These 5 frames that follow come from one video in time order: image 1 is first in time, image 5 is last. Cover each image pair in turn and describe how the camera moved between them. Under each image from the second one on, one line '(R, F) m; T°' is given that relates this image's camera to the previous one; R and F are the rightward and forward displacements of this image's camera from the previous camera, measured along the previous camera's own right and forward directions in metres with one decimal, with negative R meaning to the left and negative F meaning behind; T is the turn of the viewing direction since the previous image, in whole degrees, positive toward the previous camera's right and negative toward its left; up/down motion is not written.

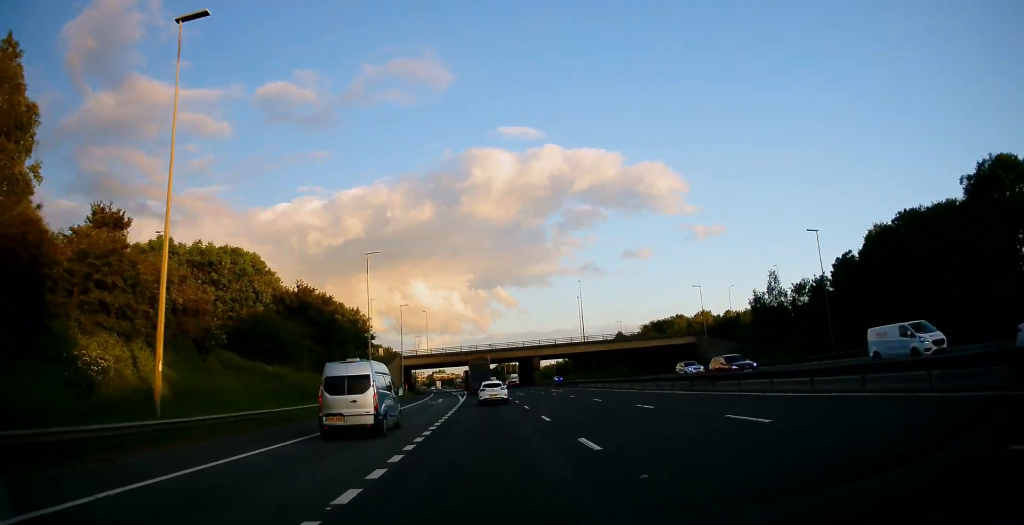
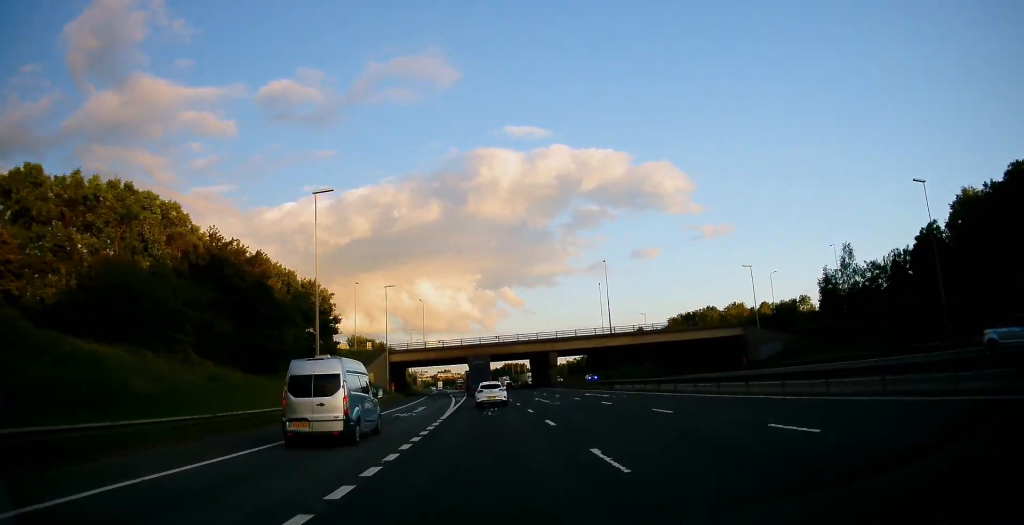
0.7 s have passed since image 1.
(-0.1, +19.8) m; -1°
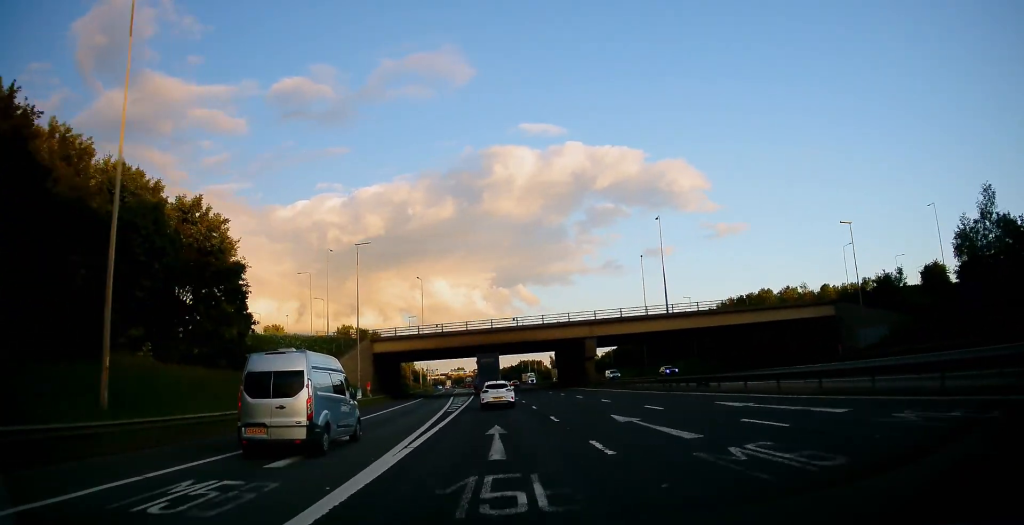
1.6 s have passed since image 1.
(-0.1, +25.3) m; -1°
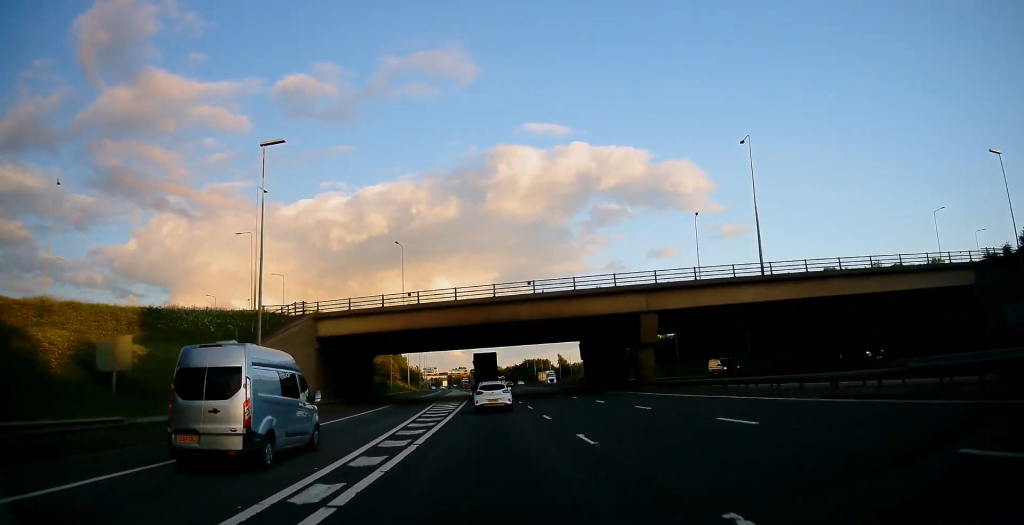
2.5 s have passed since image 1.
(-0.2, +25.4) m; -1°
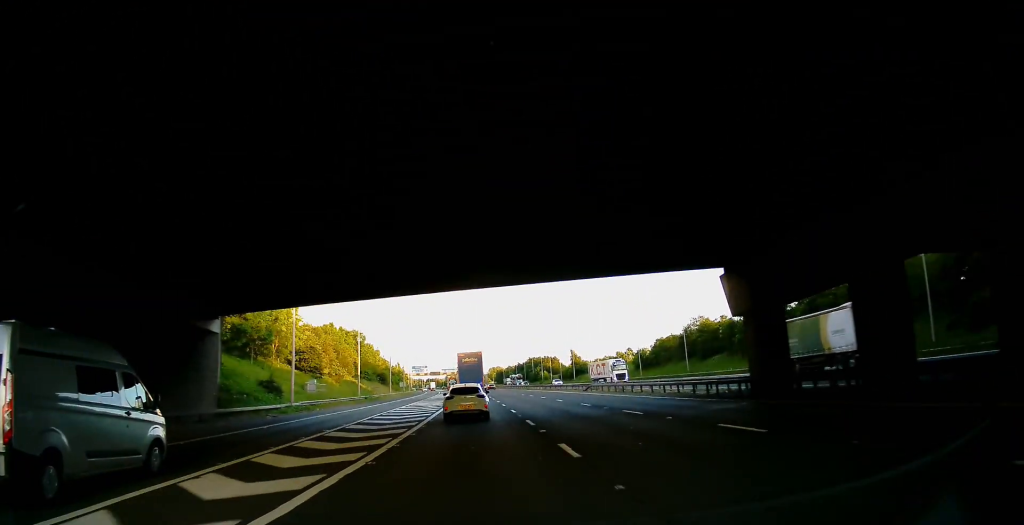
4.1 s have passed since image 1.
(-0.3, +45.7) m; 0°
